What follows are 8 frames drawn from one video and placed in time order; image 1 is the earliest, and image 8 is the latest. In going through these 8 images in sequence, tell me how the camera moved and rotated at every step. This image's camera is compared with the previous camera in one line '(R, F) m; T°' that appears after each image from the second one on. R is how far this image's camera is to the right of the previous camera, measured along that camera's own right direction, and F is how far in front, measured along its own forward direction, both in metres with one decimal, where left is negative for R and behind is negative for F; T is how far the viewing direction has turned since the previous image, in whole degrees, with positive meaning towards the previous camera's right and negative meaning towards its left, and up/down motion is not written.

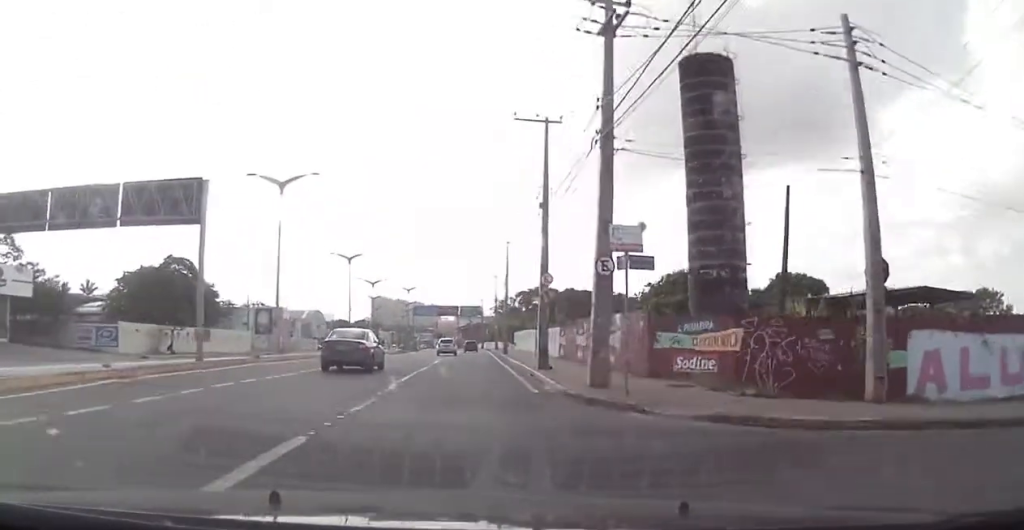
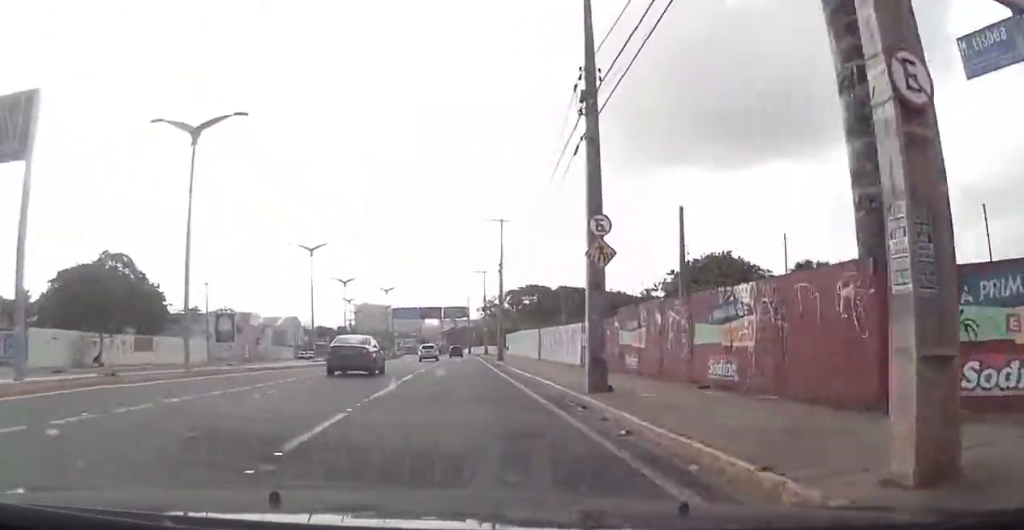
(0.0, +12.0) m; 0°
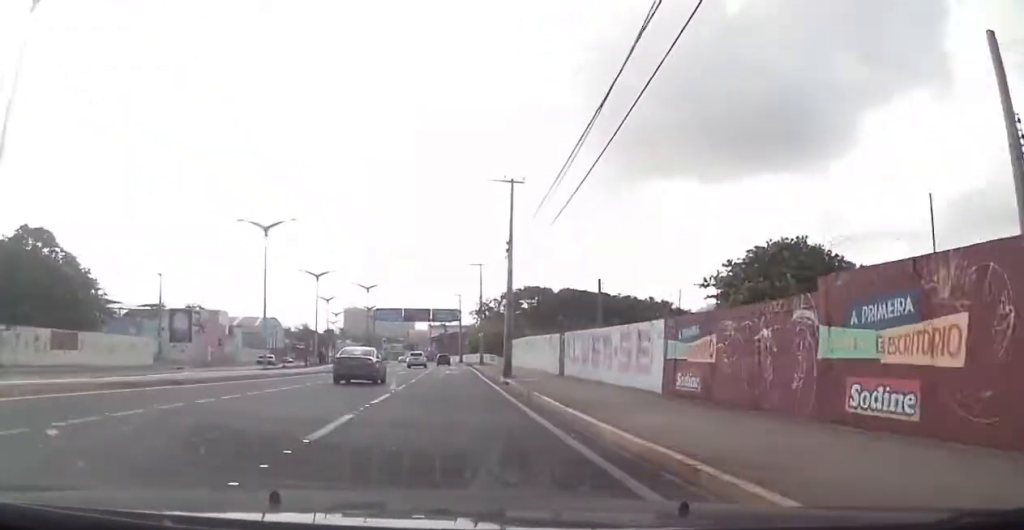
(0.0, +13.4) m; 0°
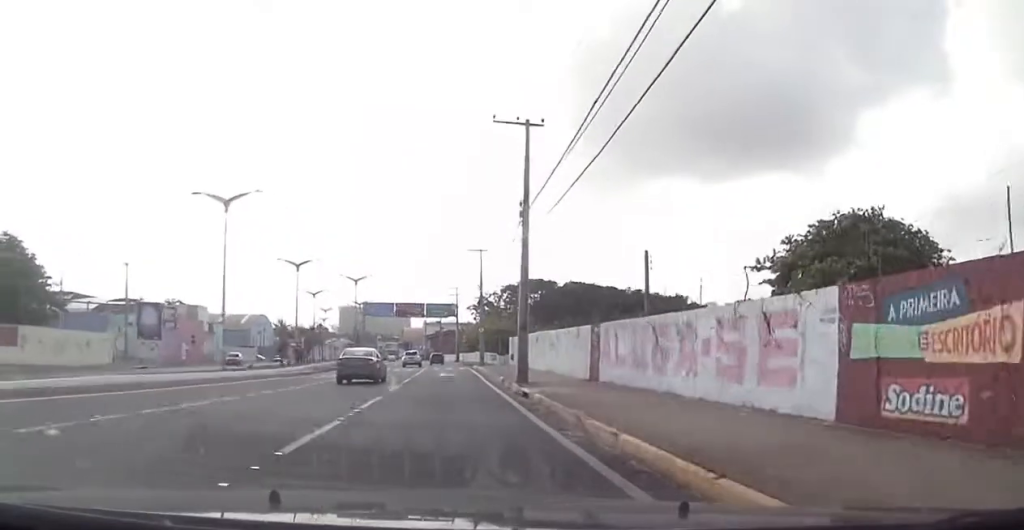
(0.0, +8.6) m; 0°
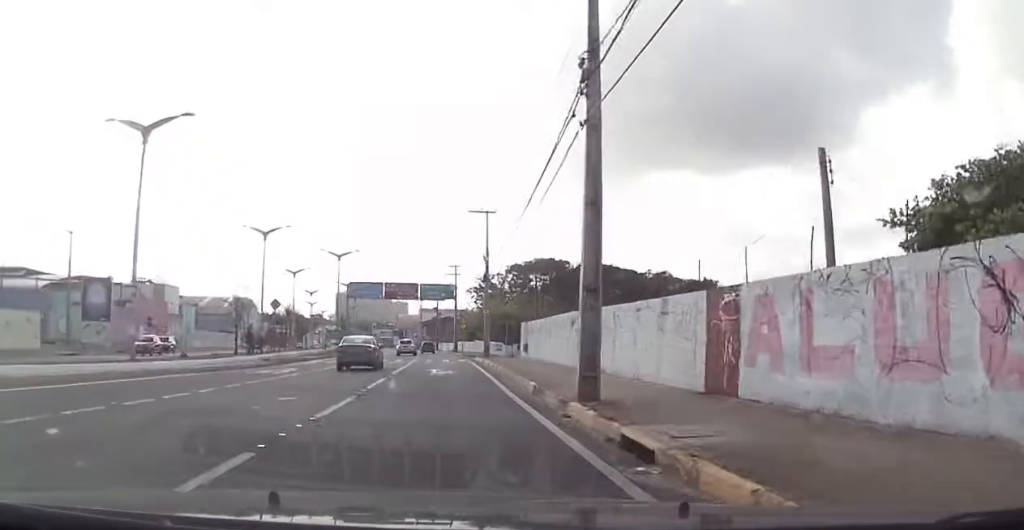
(0.0, +12.3) m; 0°
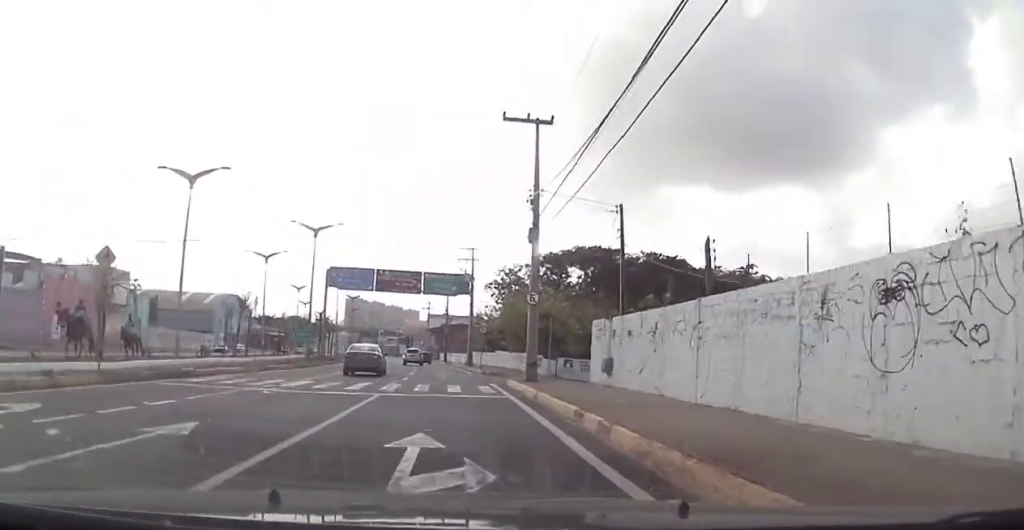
(+0.2, +20.7) m; +2°
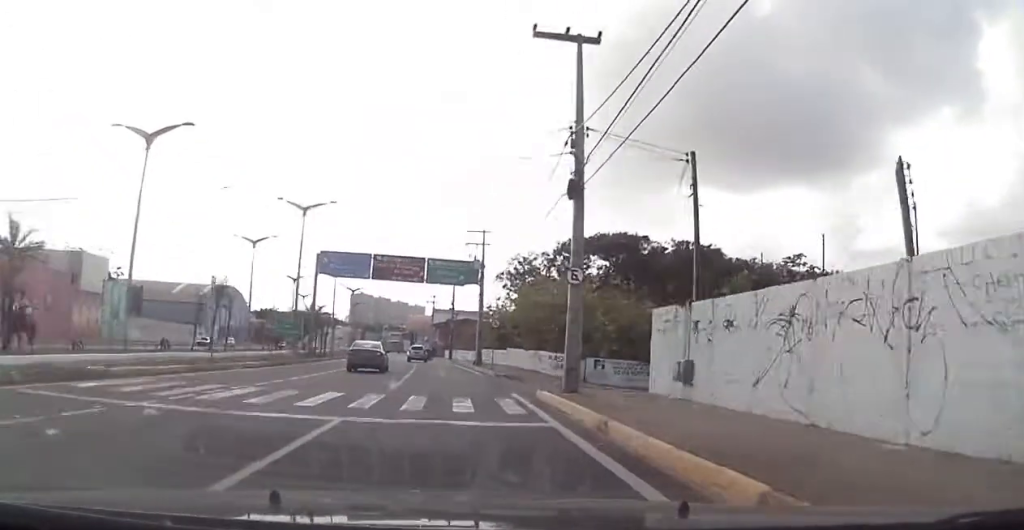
(+0.3, +7.4) m; -1°
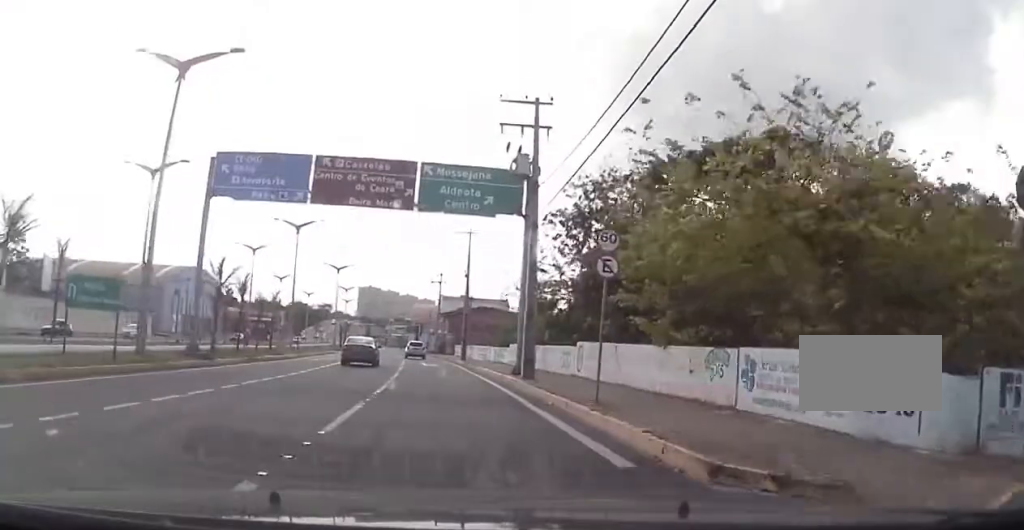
(-1.1, +26.5) m; -1°
